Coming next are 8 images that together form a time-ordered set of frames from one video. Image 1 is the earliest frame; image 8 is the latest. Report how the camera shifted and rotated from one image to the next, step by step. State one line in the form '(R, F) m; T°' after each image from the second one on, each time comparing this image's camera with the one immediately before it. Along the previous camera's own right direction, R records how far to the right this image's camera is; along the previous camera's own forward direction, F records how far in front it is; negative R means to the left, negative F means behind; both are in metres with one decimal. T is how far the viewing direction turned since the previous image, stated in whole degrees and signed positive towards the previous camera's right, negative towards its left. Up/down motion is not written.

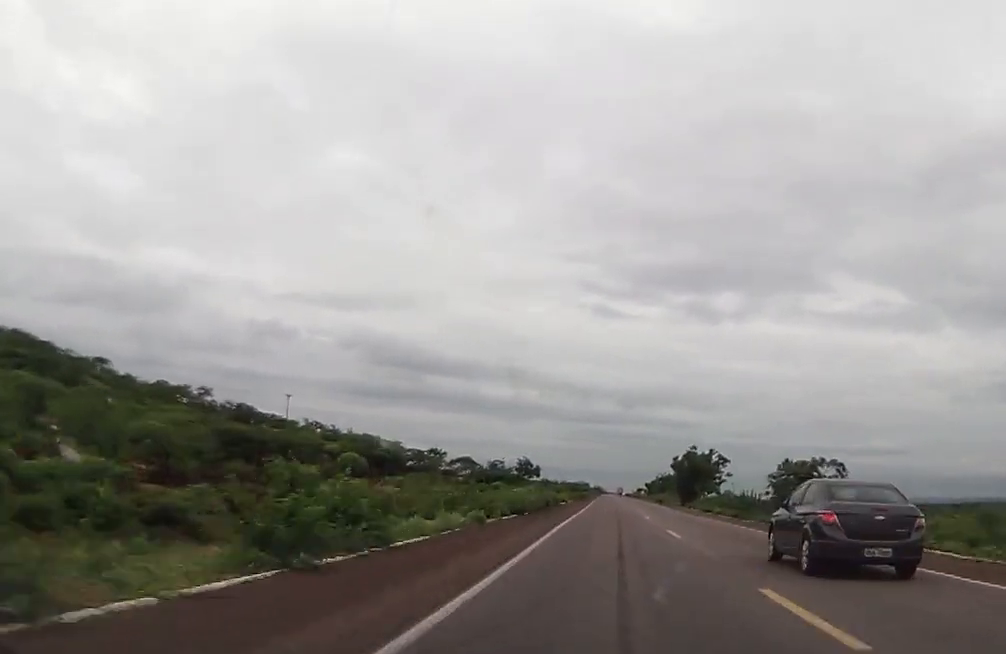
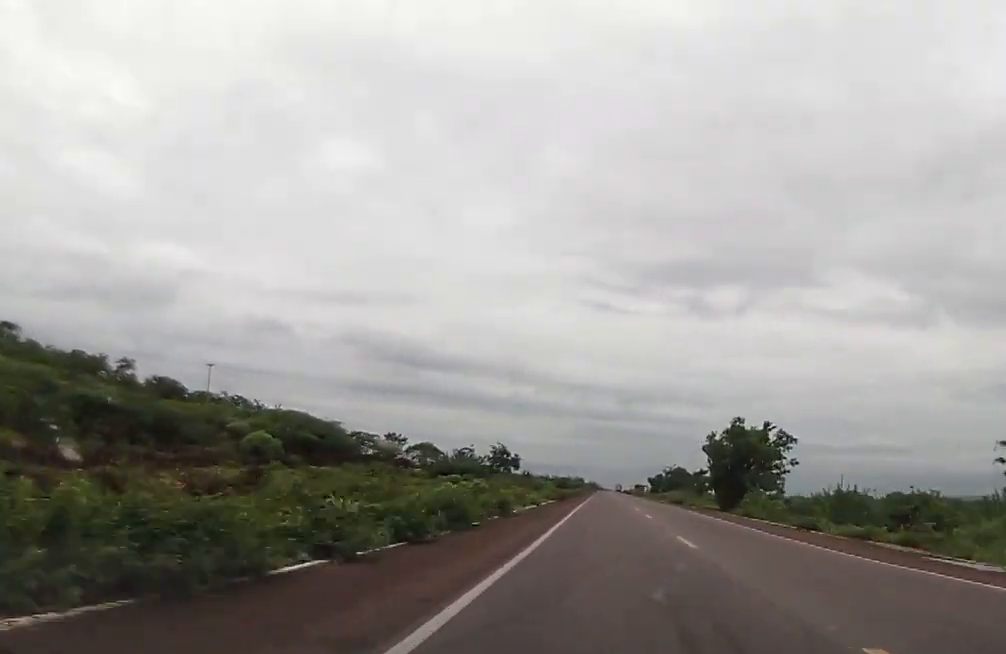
(+0.4, +35.9) m; +1°
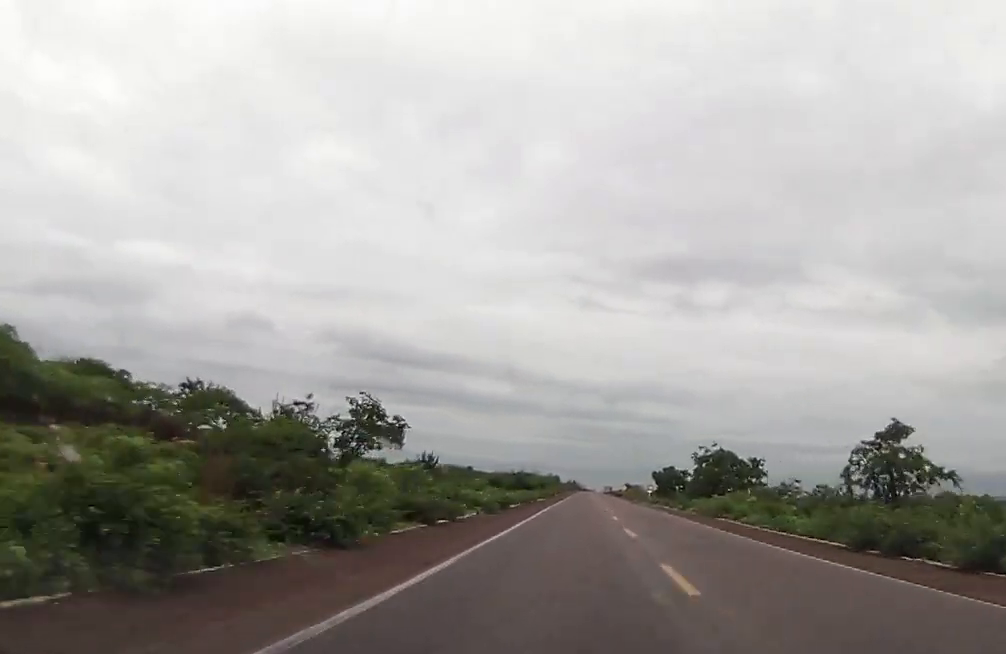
(-0.9, +73.6) m; -1°
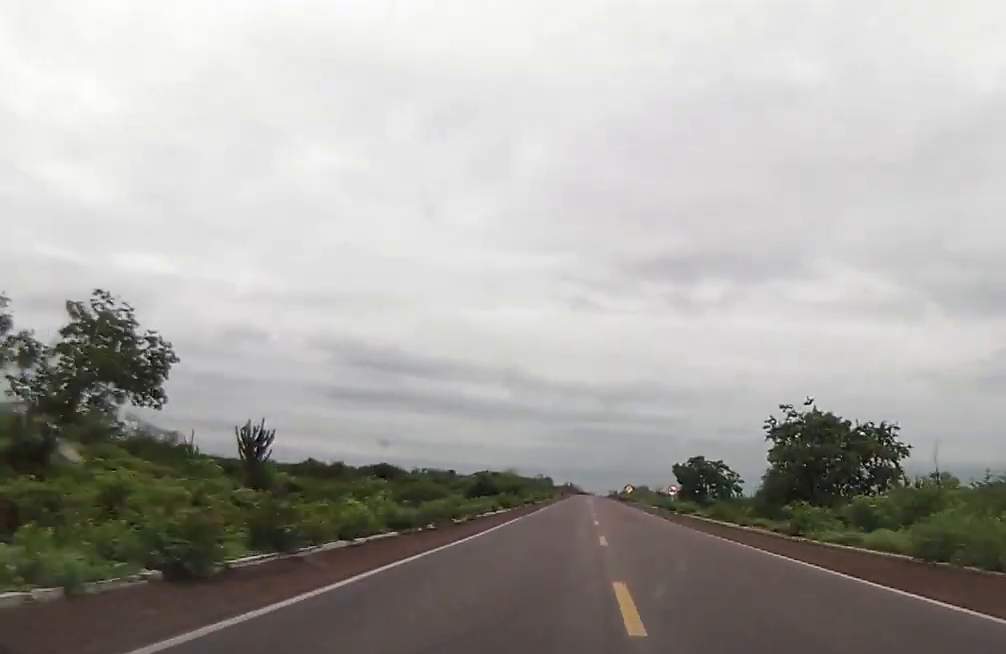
(+0.4, +38.9) m; +1°
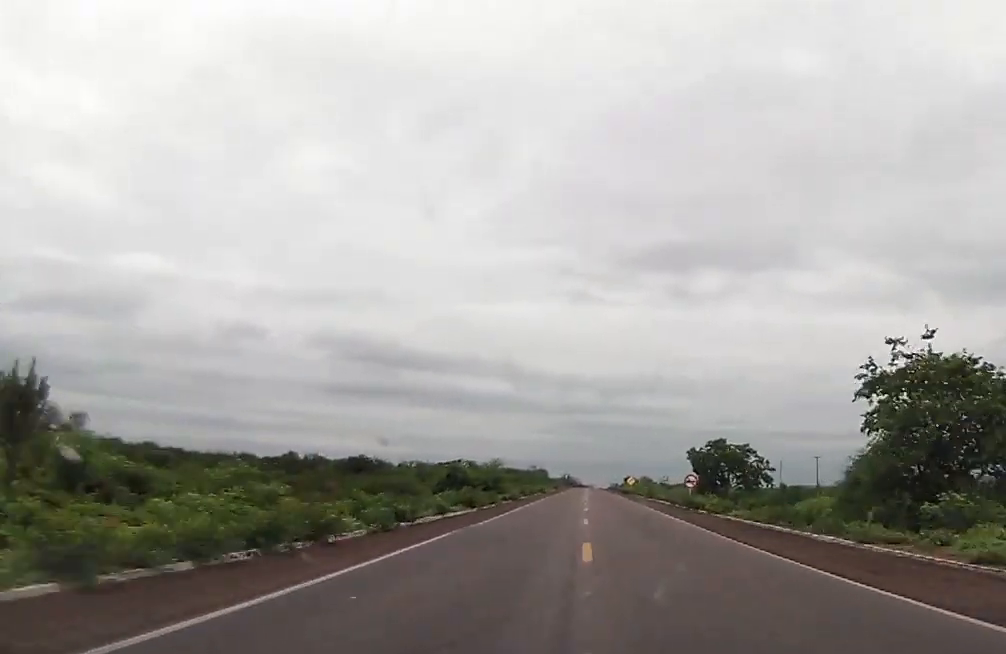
(+0.1, +17.4) m; 0°
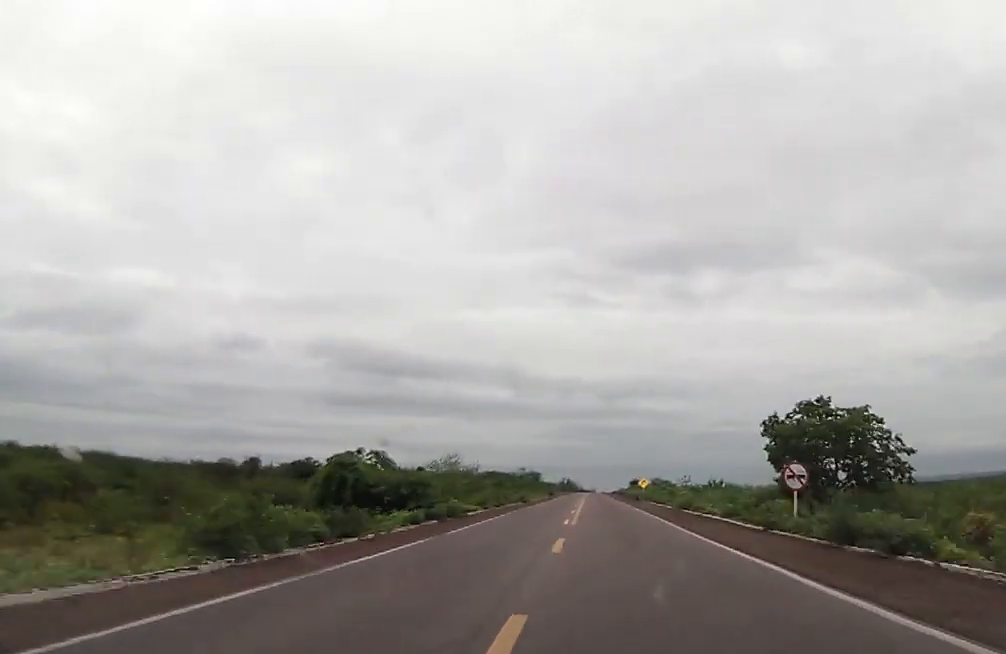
(0.0, +33.5) m; +1°
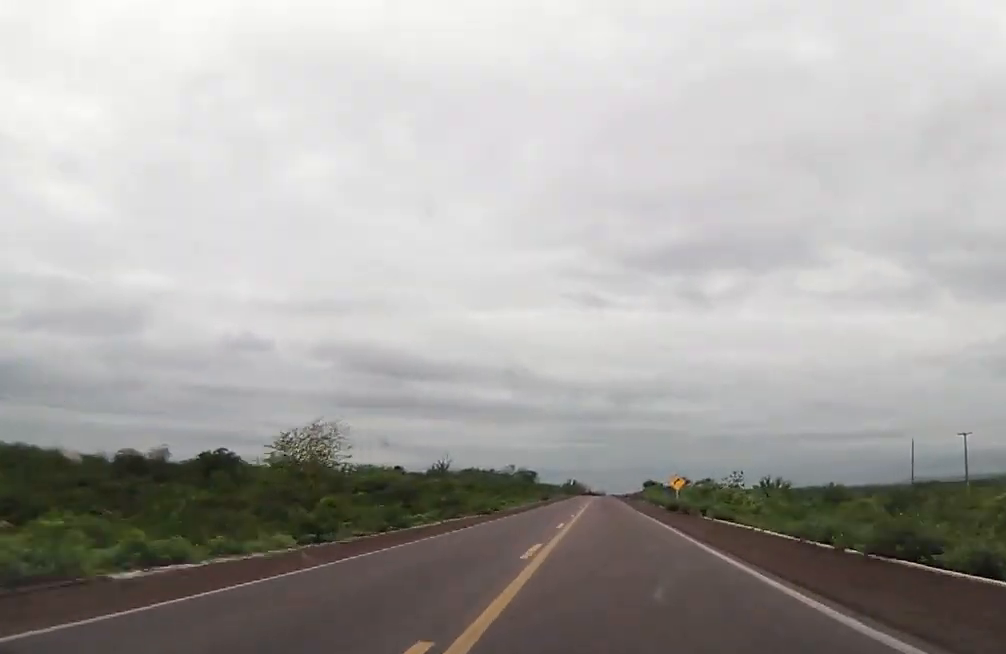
(+0.4, +37.6) m; -1°
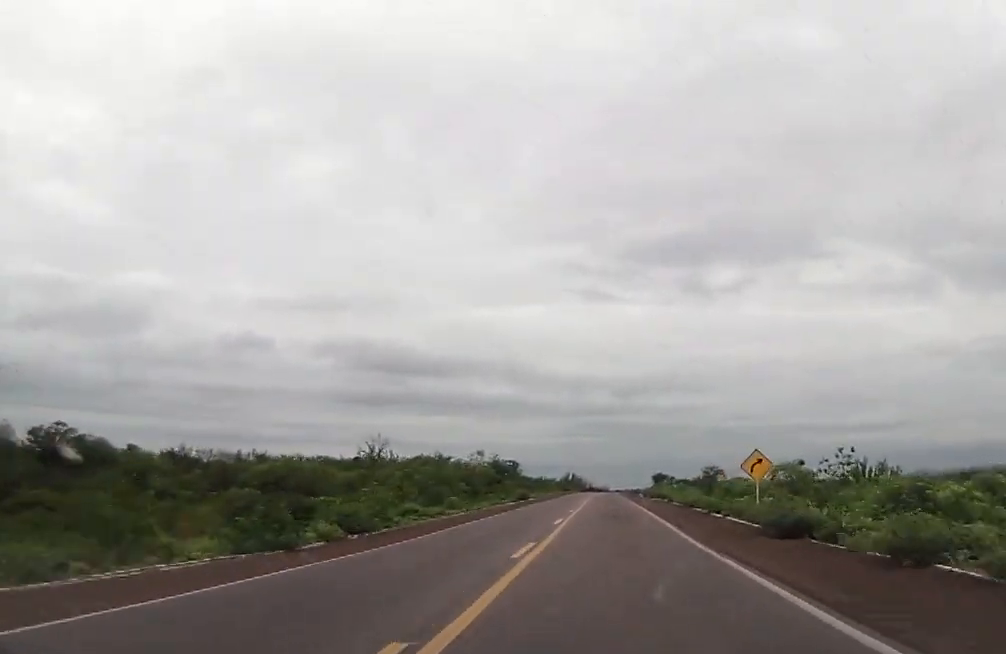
(-1.0, +36.1) m; -1°
